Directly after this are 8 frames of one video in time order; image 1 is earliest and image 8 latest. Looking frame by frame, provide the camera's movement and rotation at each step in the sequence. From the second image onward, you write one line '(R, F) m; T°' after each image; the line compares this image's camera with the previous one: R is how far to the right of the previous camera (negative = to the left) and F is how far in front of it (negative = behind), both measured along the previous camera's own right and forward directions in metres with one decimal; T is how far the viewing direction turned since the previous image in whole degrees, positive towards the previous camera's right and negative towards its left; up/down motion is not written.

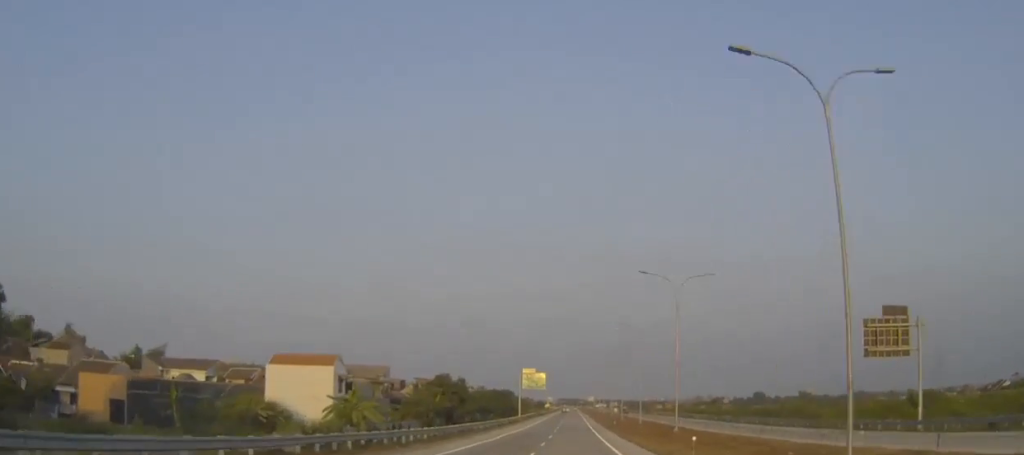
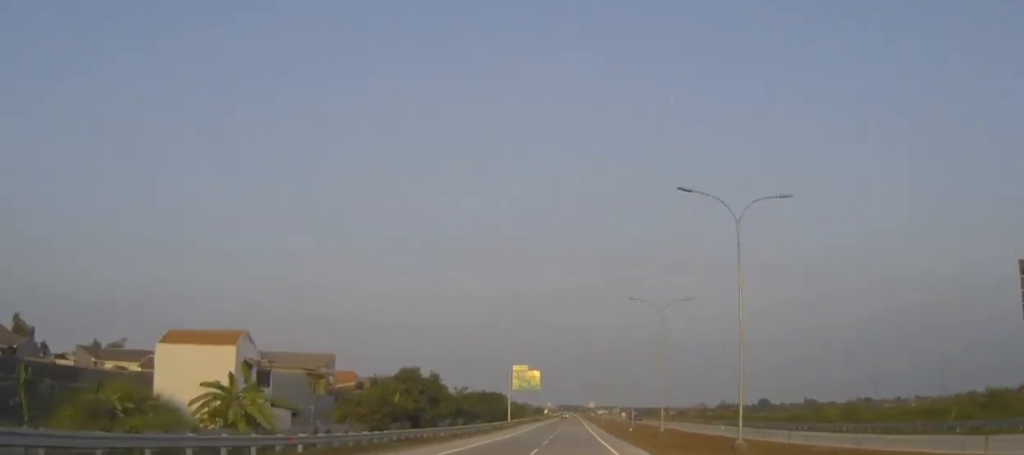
(0.0, +21.7) m; 0°
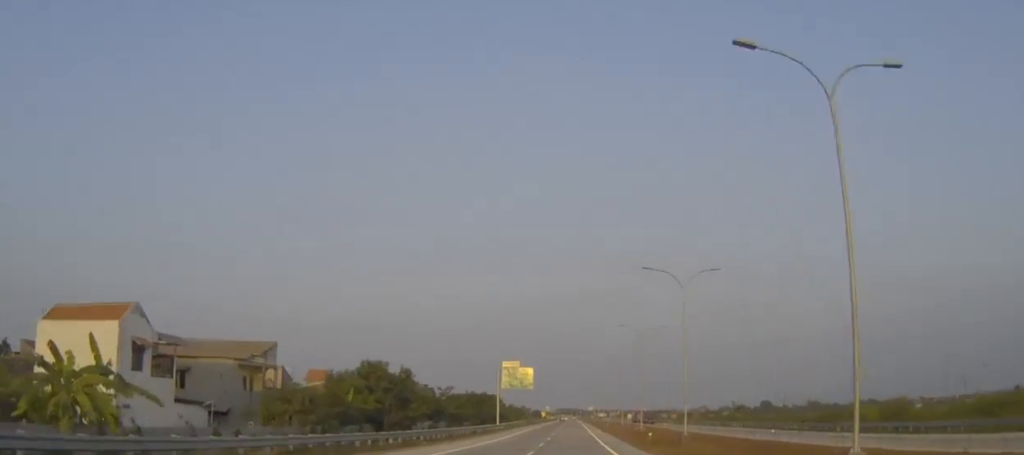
(0.0, +14.6) m; 0°
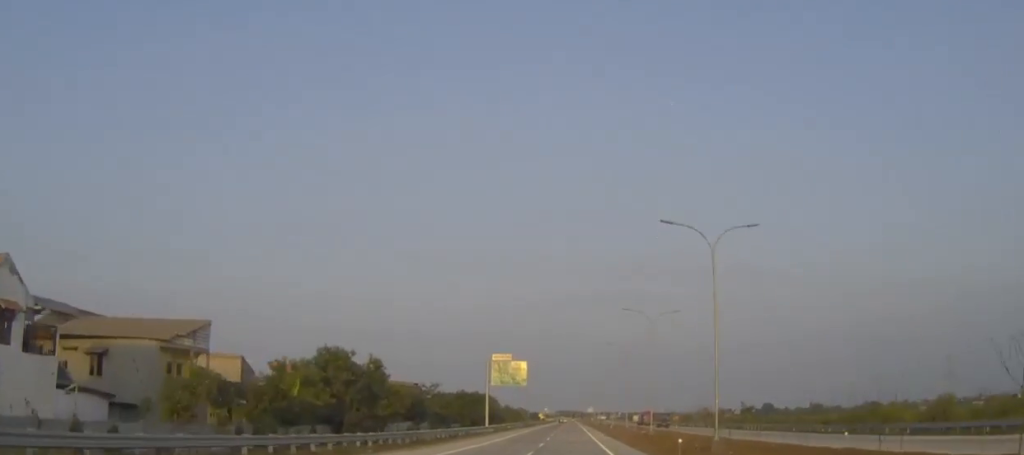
(0.0, +11.6) m; 0°
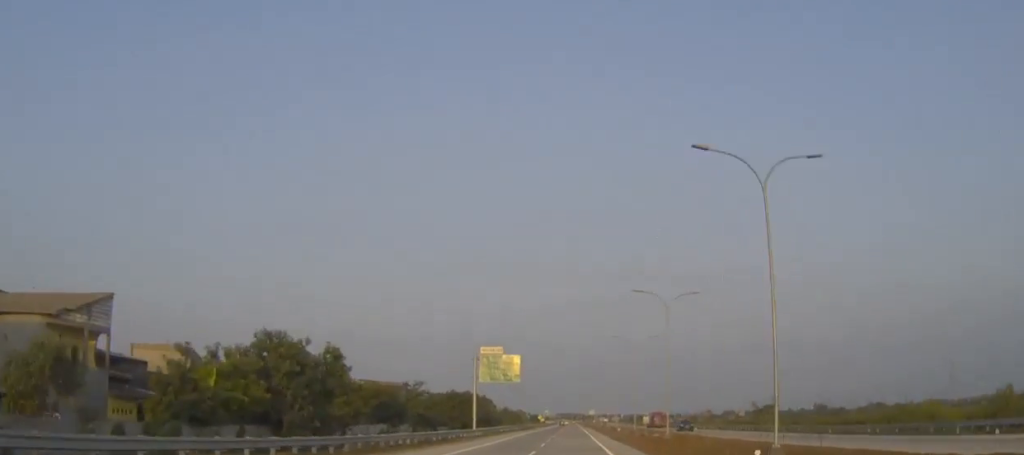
(0.0, +11.7) m; 0°
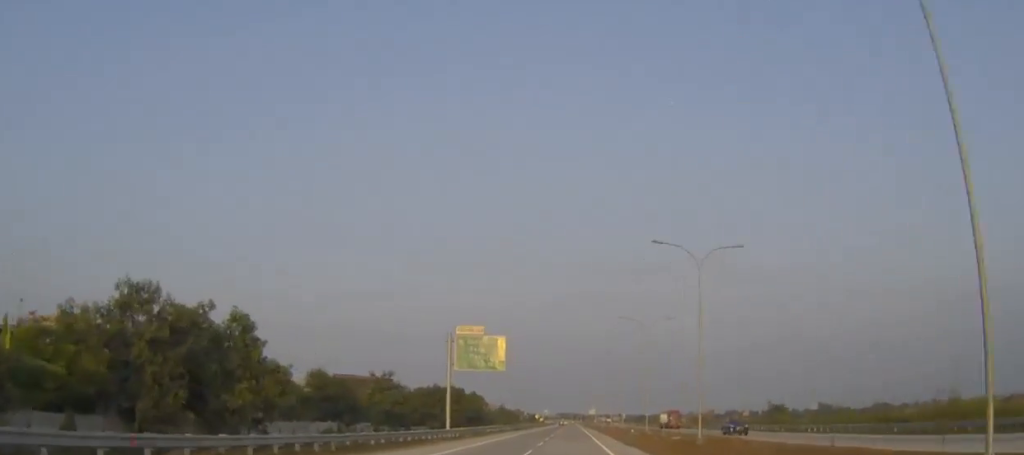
(0.0, +15.5) m; 0°
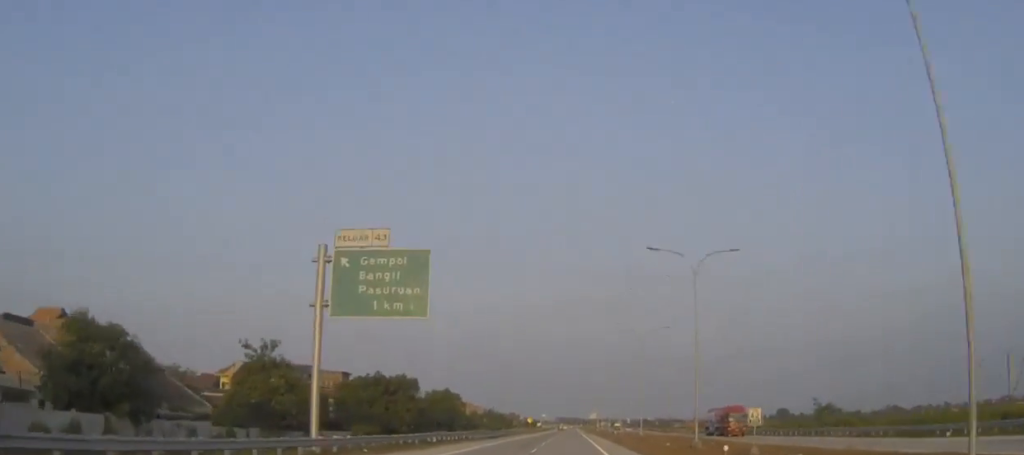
(0.0, +31.0) m; 0°
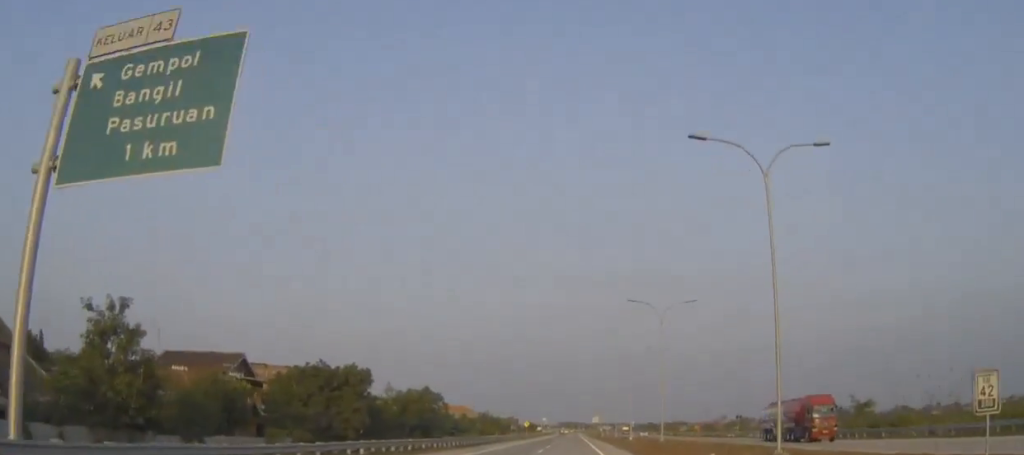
(0.0, +17.8) m; 0°
